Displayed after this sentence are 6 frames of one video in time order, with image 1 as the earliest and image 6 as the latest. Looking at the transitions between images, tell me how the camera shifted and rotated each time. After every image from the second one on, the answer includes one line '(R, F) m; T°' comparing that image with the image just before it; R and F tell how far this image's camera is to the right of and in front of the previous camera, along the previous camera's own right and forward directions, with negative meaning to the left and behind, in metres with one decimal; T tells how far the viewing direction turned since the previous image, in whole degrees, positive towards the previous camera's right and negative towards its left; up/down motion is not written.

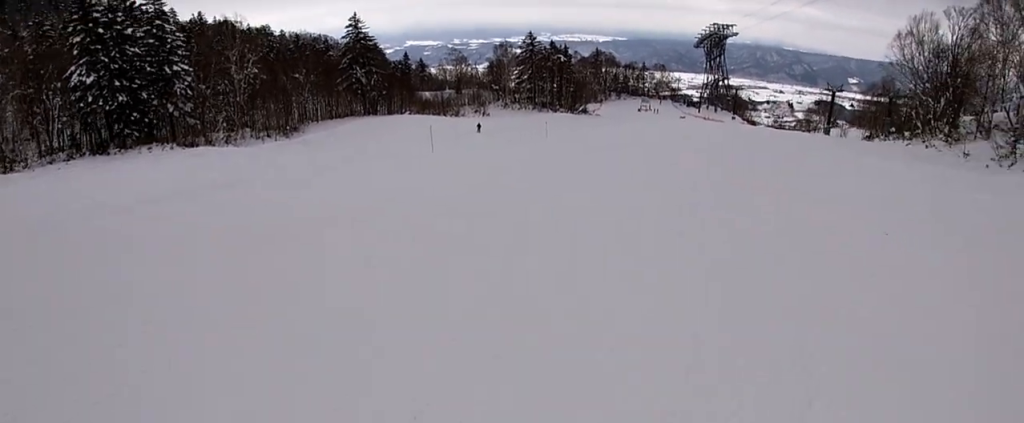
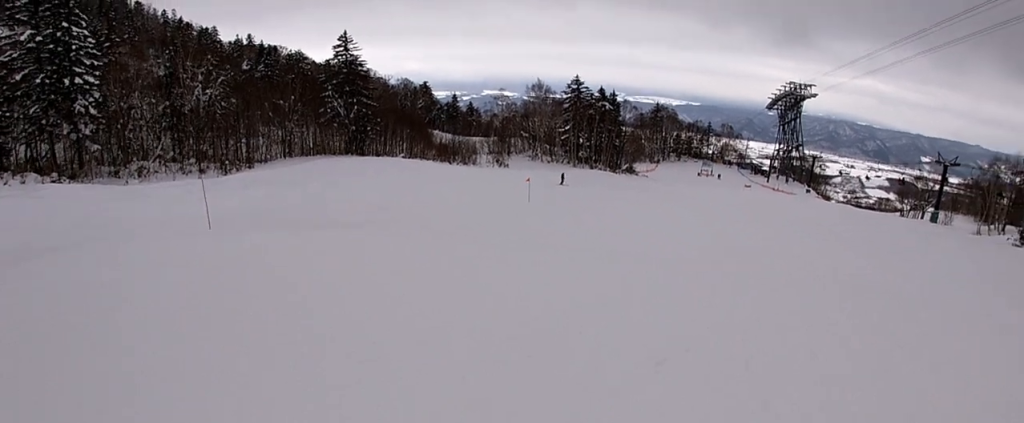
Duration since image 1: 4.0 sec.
(-7.1, +21.1) m; -16°
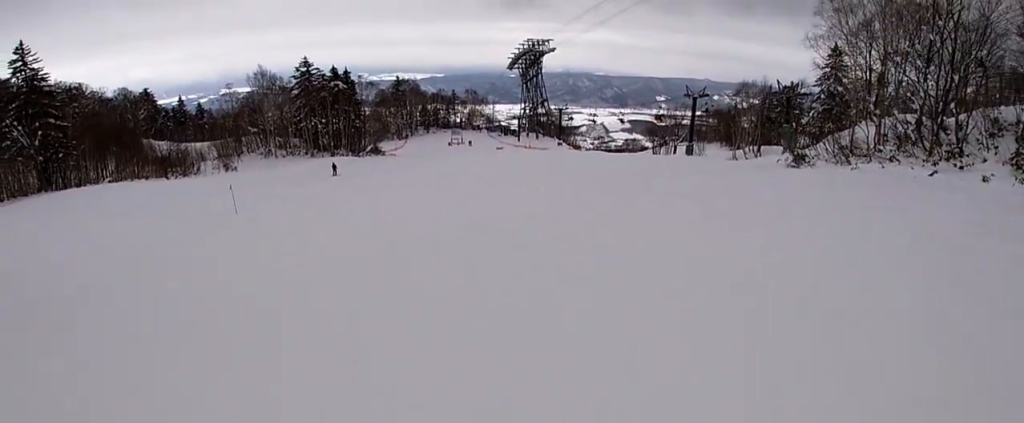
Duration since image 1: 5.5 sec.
(+1.4, +8.3) m; +5°
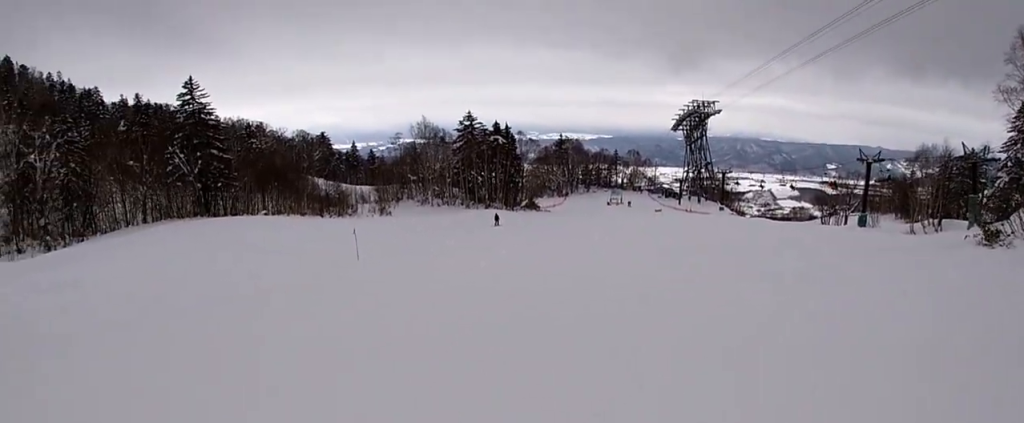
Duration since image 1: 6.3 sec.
(-0.3, +4.7) m; -10°
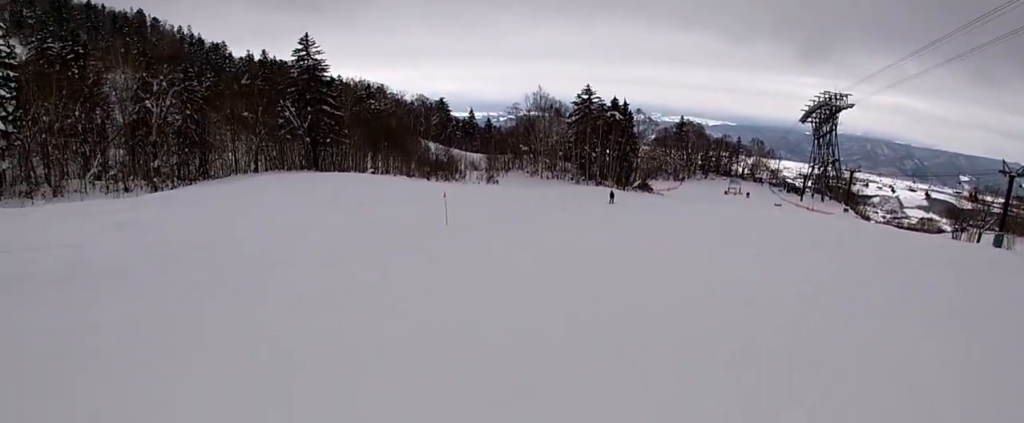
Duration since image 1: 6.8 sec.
(-0.1, +2.7) m; -4°
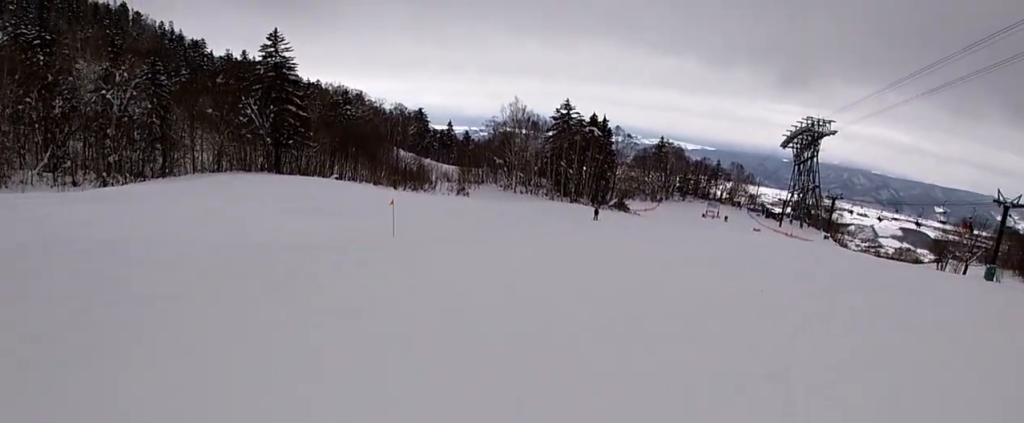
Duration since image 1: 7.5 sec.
(-0.7, +4.0) m; 0°
